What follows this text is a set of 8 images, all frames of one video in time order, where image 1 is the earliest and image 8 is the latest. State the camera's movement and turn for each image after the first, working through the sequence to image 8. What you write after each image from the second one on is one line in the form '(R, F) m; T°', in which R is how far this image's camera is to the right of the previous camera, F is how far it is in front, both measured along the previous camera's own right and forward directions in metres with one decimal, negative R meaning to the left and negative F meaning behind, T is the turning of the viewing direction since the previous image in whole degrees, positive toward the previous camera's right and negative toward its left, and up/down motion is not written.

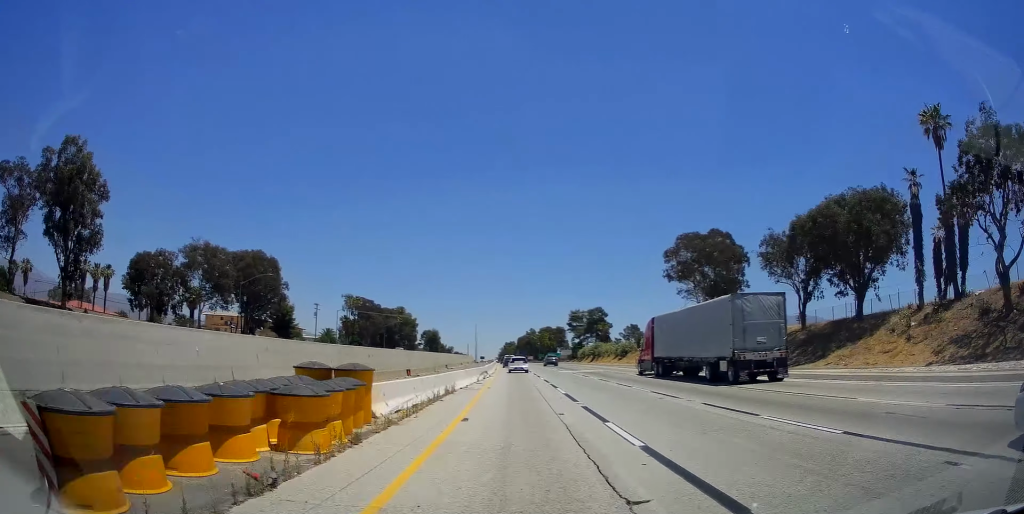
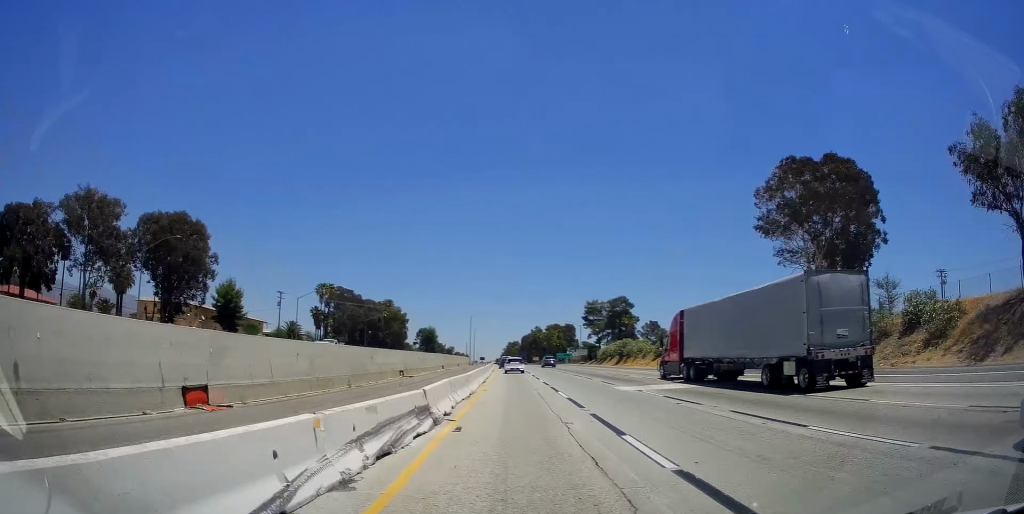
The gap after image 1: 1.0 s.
(-0.1, +31.3) m; 0°
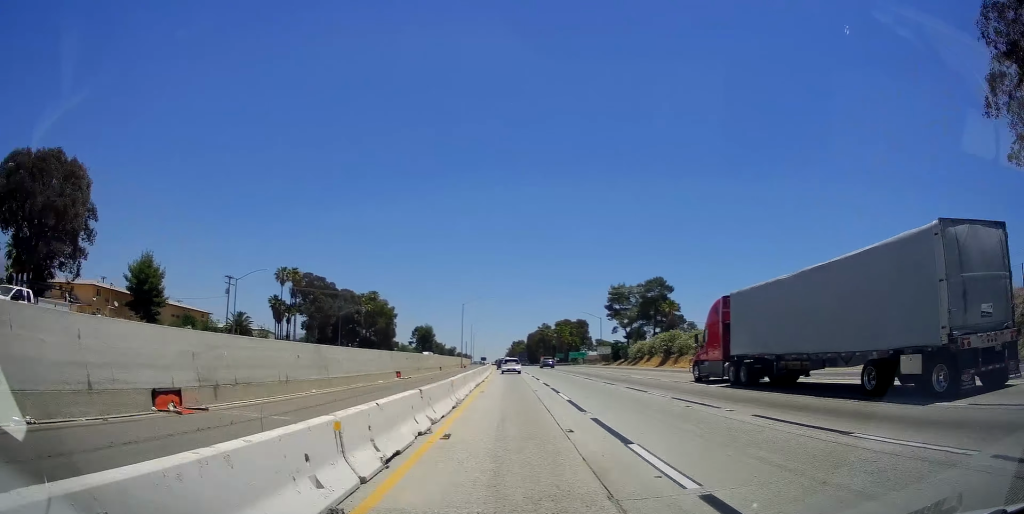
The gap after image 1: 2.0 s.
(-0.1, +31.7) m; -1°
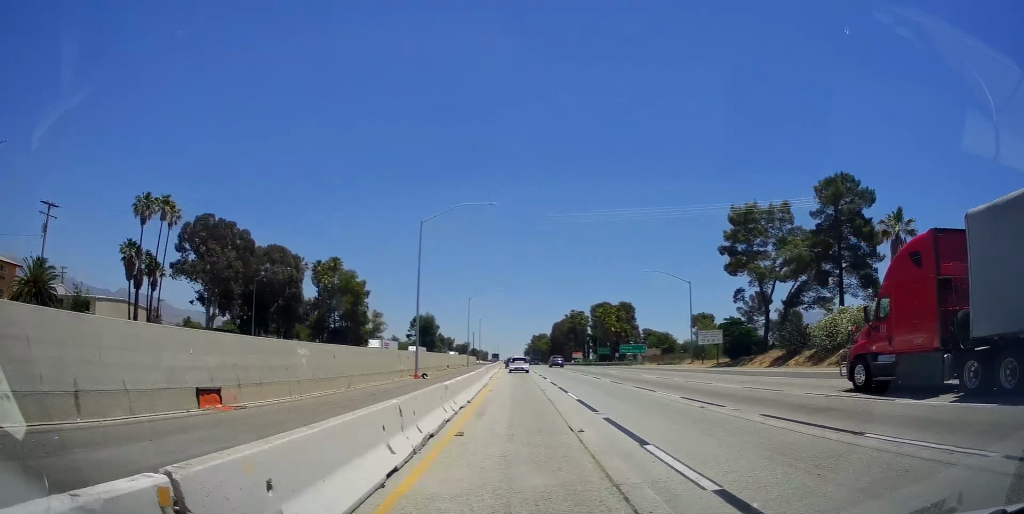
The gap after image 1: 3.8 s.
(-0.5, +57.1) m; -1°
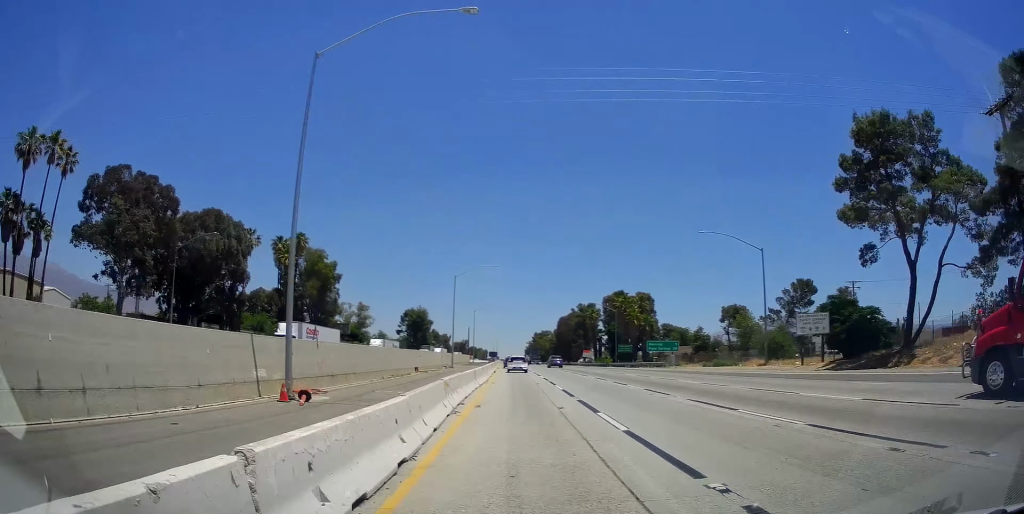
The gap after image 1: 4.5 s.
(0.0, +23.1) m; -1°
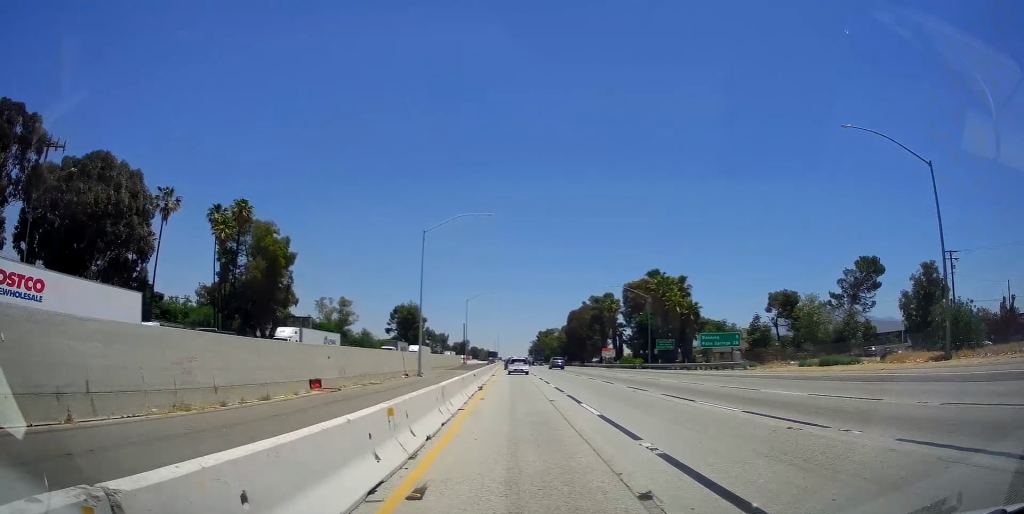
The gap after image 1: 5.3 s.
(-0.3, +25.0) m; 0°
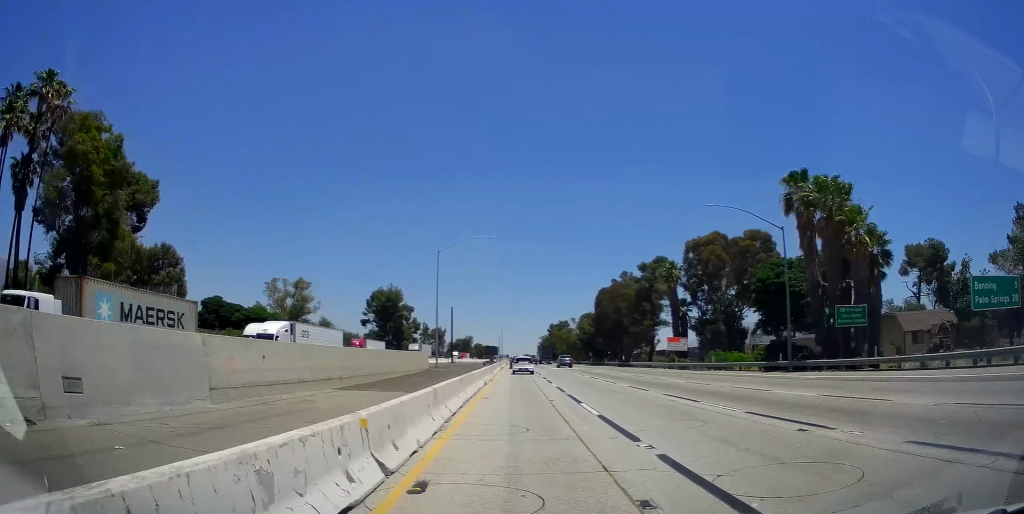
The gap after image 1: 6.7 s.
(0.0, +45.4) m; -1°
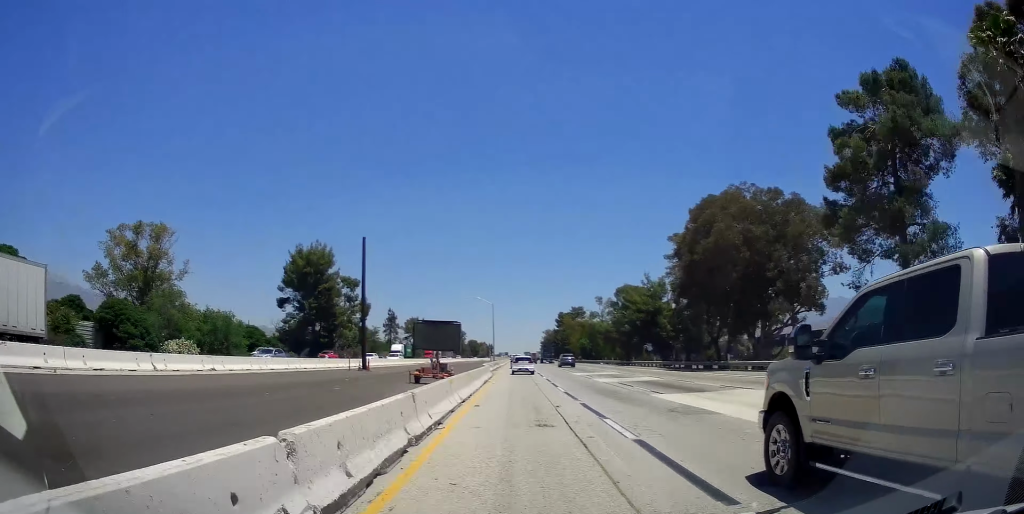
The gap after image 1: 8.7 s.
(-0.8, +62.3) m; 0°
